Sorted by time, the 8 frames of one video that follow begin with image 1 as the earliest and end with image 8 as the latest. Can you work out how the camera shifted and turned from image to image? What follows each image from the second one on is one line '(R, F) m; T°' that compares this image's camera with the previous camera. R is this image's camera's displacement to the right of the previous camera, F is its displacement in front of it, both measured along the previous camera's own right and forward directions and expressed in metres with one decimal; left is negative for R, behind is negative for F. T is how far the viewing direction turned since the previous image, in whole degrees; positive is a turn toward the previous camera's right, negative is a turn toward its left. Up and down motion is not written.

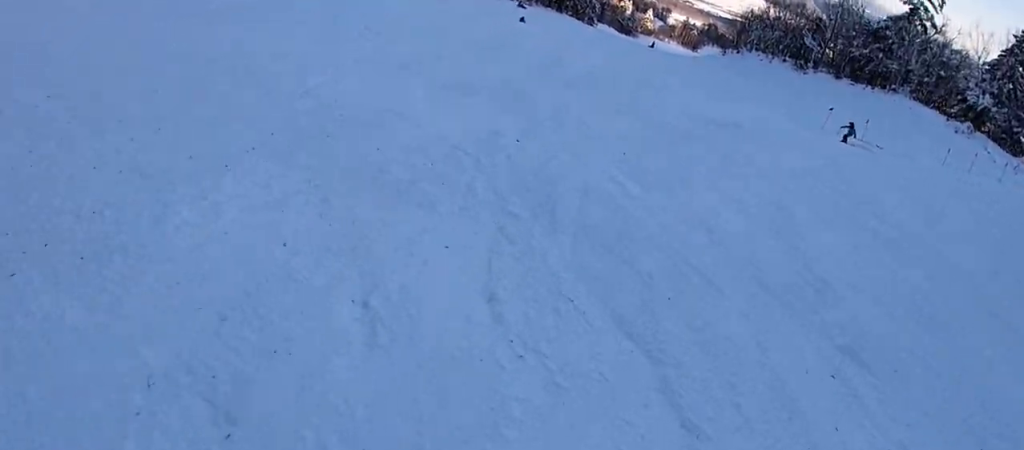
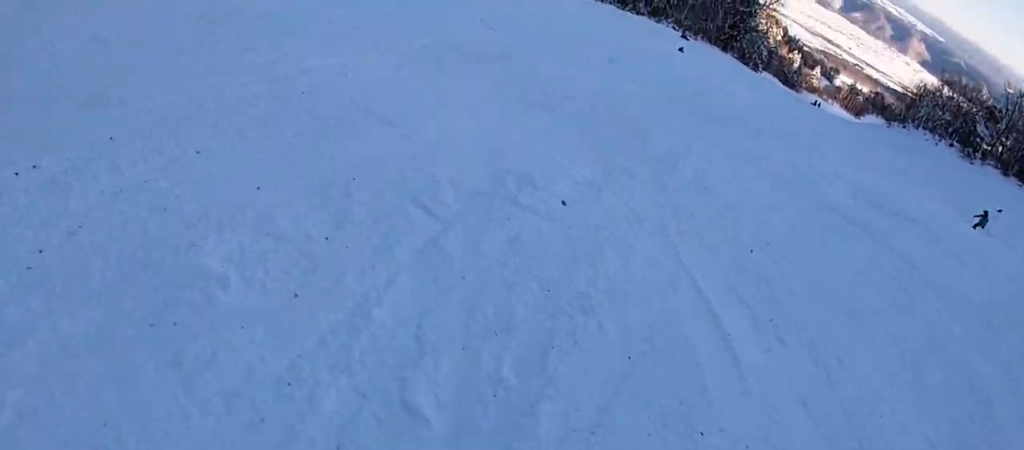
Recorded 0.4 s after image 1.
(-0.5, +2.0) m; -7°
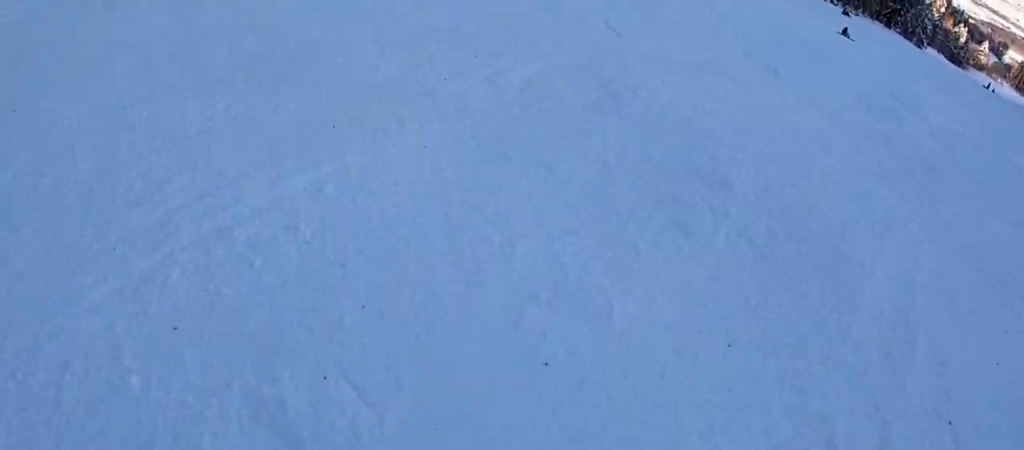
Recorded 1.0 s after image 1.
(-0.4, +2.7) m; -9°
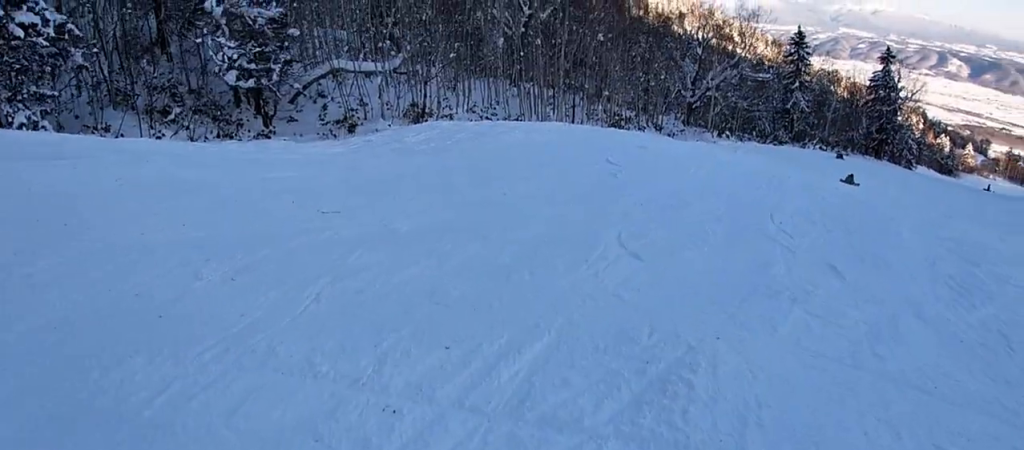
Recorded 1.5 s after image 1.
(0.0, +2.4) m; 0°
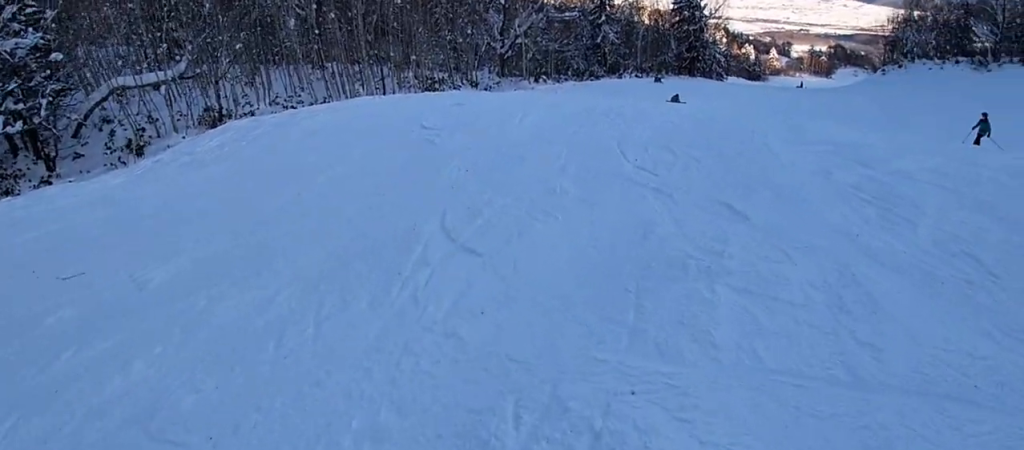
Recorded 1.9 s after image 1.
(-0.1, +1.9) m; 0°
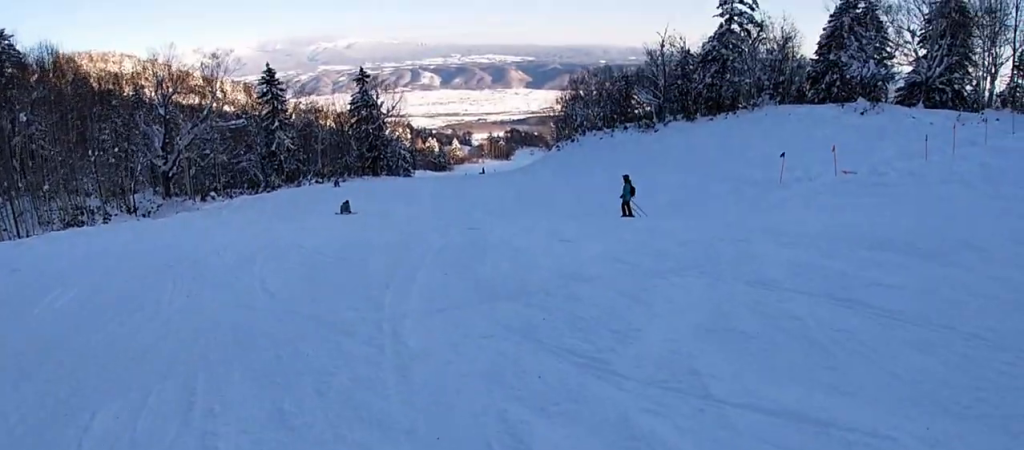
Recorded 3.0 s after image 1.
(+0.3, +5.0) m; +17°
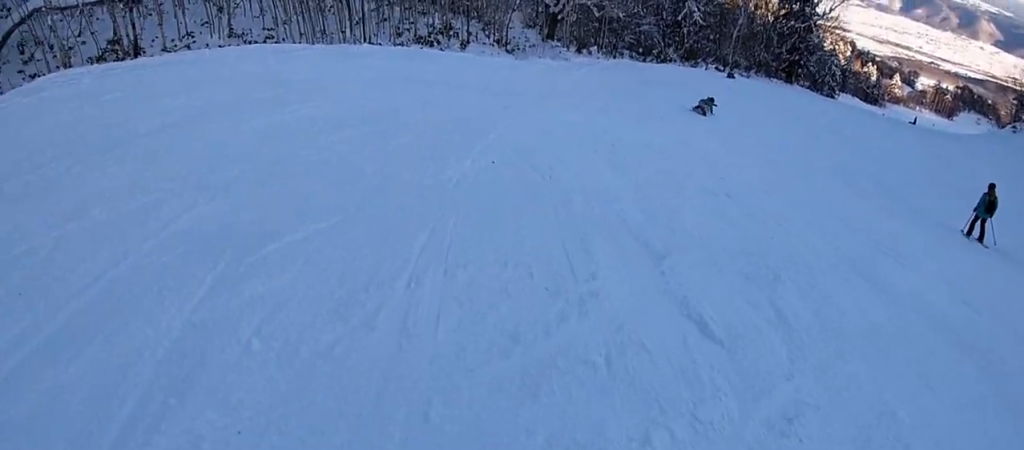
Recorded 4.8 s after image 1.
(-2.2, +7.1) m; -31°
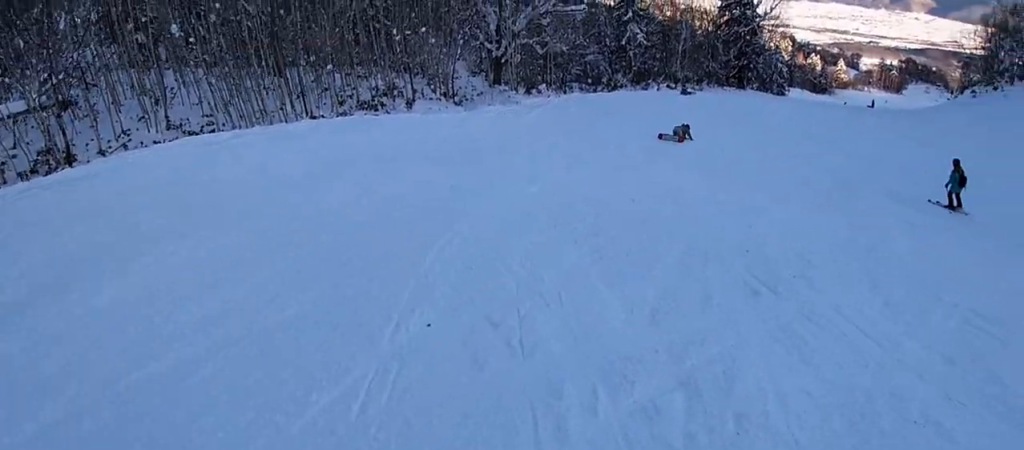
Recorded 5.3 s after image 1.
(+0.2, +2.7) m; +10°
